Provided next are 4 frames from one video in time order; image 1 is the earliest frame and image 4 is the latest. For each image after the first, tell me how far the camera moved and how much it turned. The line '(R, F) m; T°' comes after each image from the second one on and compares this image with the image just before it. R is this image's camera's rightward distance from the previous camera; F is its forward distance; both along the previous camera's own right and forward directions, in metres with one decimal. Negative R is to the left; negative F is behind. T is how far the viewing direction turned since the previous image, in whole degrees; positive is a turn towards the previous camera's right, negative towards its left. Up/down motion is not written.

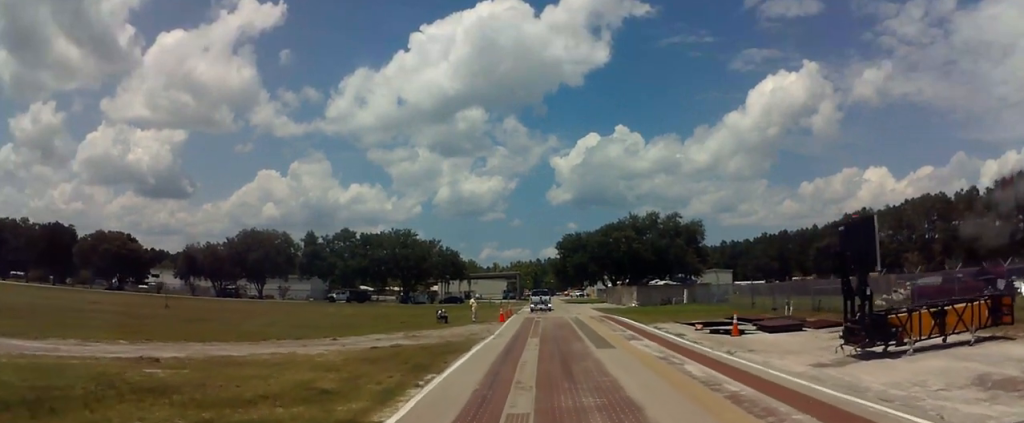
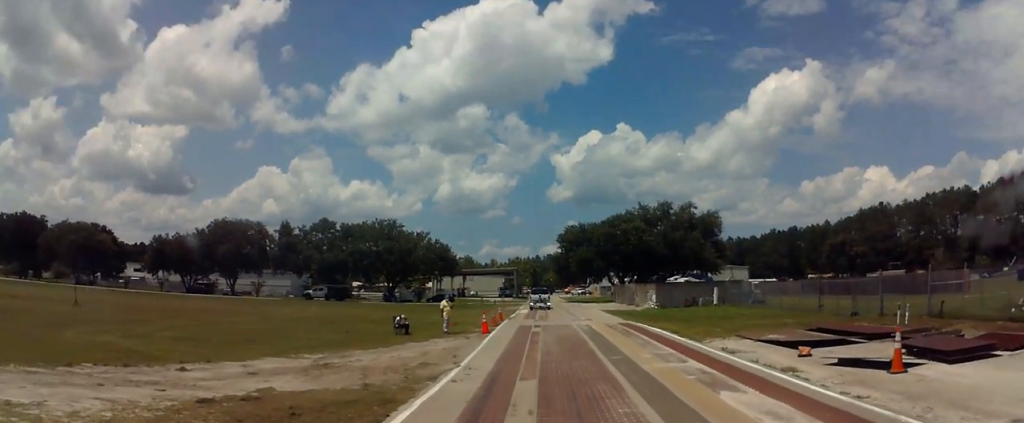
(+0.4, +12.7) m; +5°
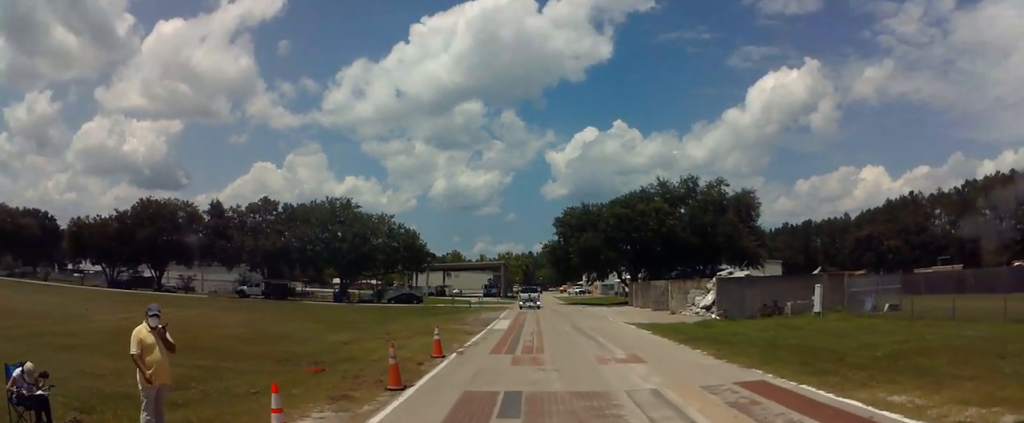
(-1.2, +22.8) m; -2°
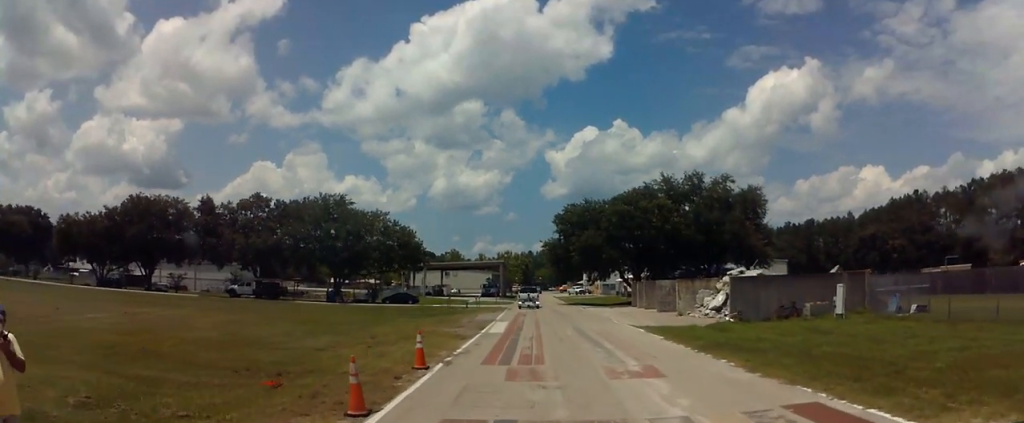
(+0.1, +2.8) m; +1°
